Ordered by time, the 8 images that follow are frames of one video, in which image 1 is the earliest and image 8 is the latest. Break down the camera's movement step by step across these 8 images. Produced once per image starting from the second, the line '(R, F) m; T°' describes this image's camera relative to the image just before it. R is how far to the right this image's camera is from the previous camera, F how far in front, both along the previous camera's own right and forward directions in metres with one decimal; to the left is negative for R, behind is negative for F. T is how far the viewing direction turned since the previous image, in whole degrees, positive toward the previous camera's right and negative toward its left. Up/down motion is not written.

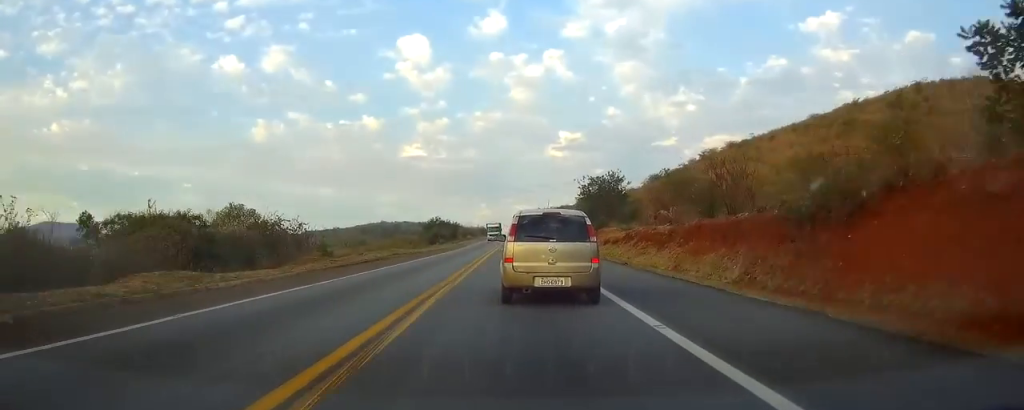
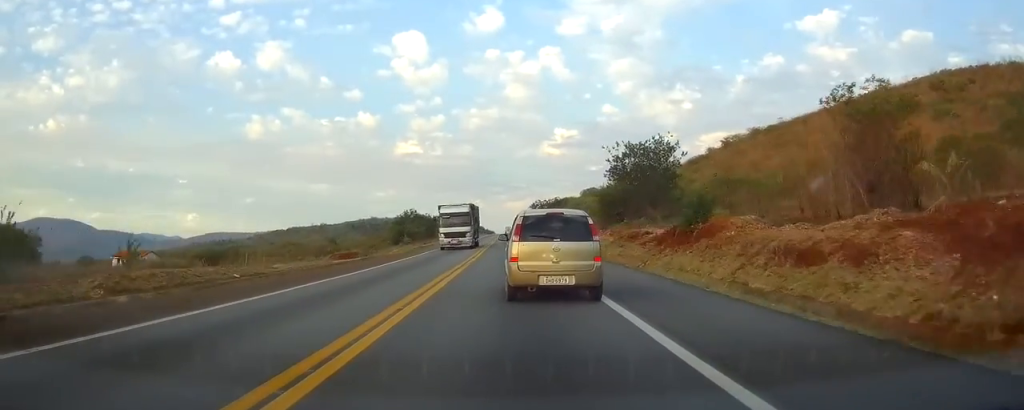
(0.0, +36.7) m; 0°
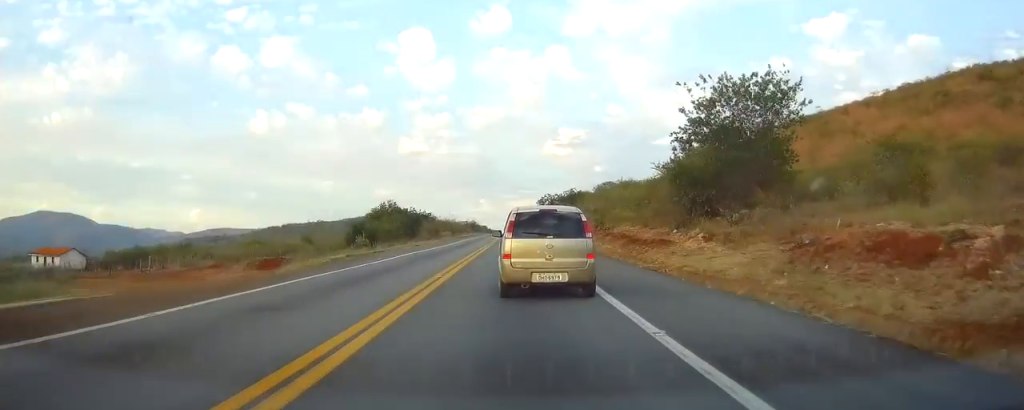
(0.0, +29.1) m; 0°
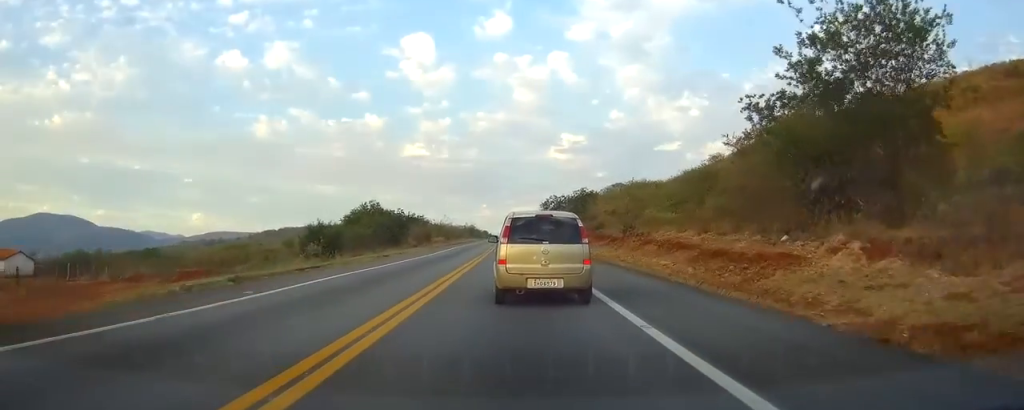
(0.0, +15.3) m; 0°
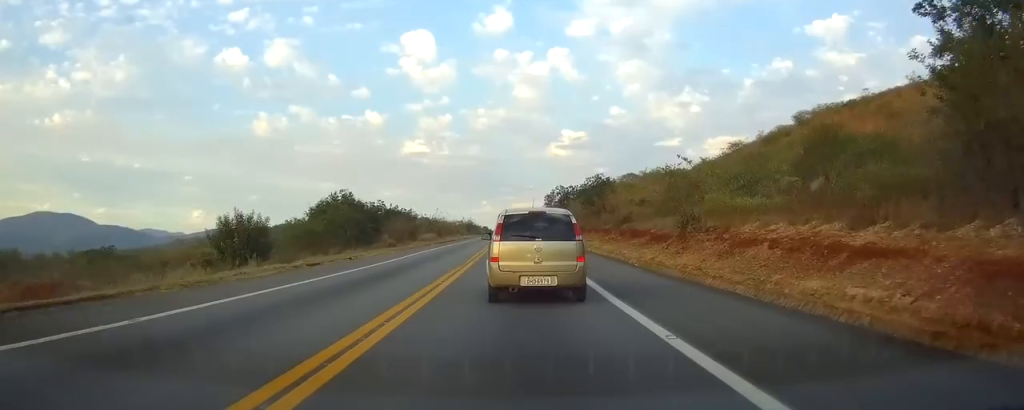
(0.0, +16.9) m; 0°
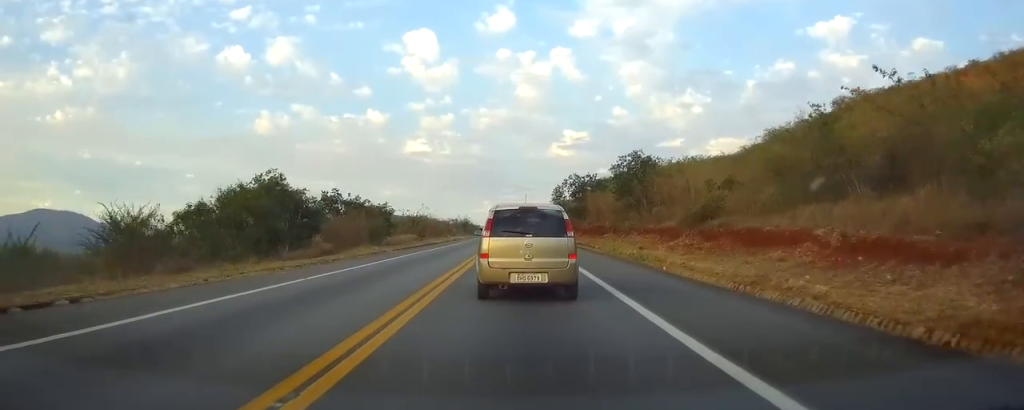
(0.0, +25.0) m; 0°
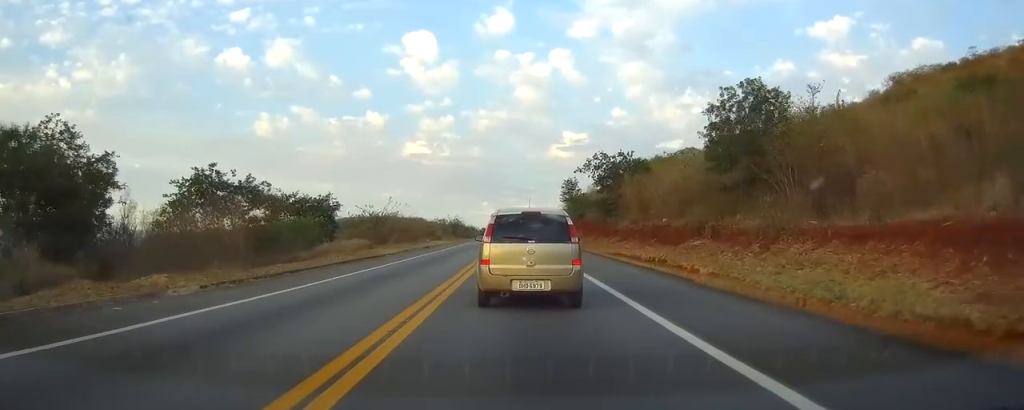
(0.0, +29.5) m; 0°
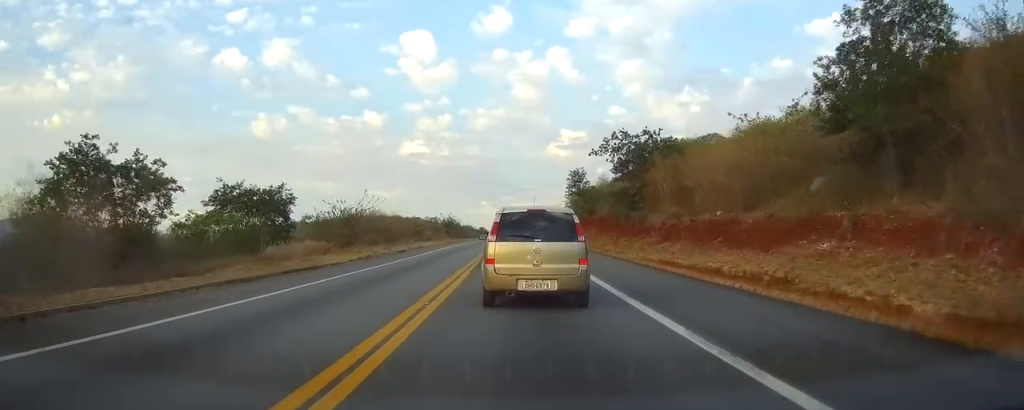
(0.0, +13.5) m; 0°
